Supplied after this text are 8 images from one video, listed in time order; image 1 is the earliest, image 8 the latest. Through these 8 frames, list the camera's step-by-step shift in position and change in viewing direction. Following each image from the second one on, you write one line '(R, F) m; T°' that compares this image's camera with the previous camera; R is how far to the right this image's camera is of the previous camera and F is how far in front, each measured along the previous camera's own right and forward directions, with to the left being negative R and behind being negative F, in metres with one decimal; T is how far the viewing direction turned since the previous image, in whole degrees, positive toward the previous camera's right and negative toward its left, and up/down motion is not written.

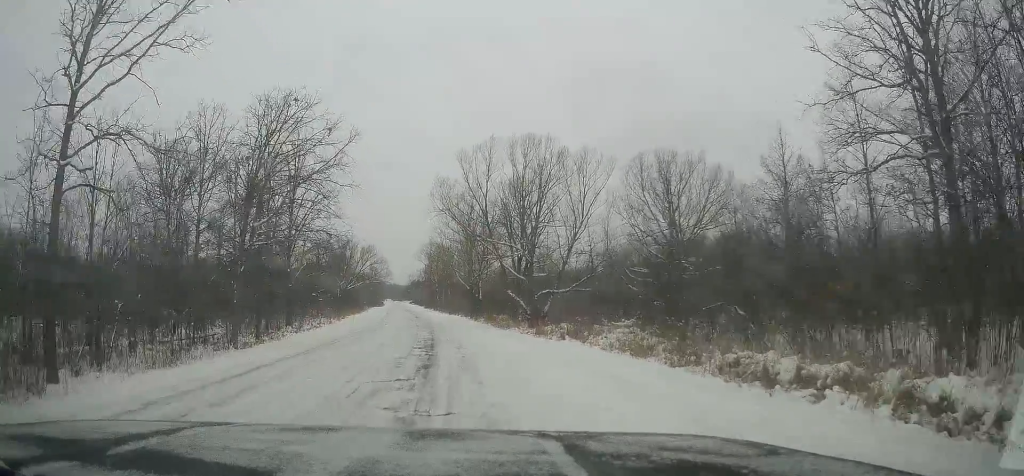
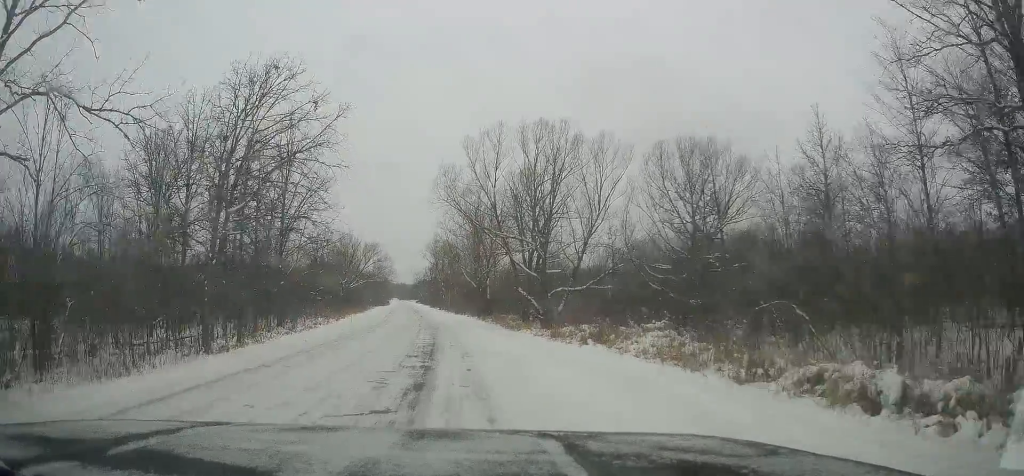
(0.0, +3.8) m; +3°
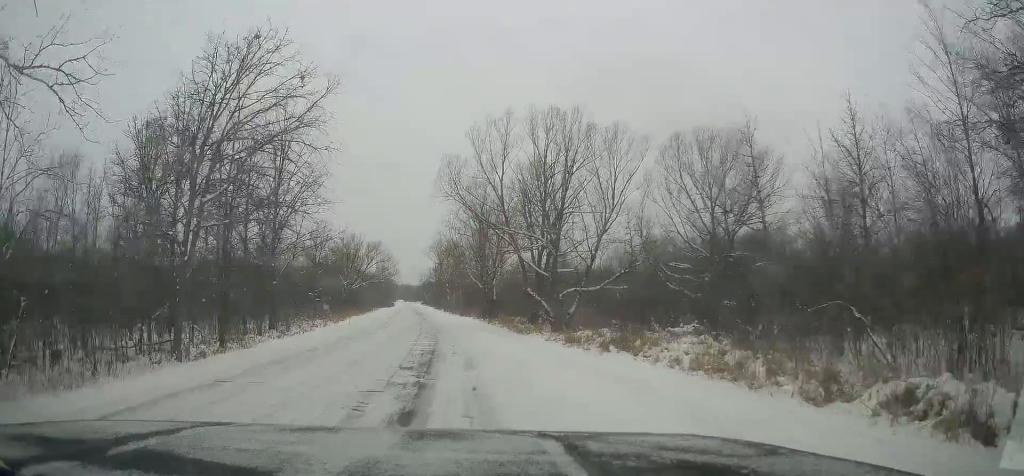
(+0.3, +3.0) m; 0°
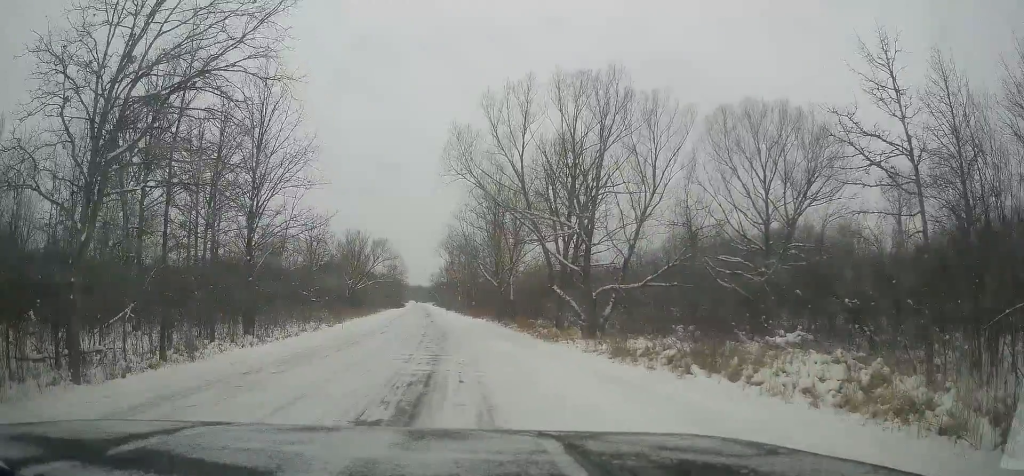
(-0.4, +7.1) m; -5°
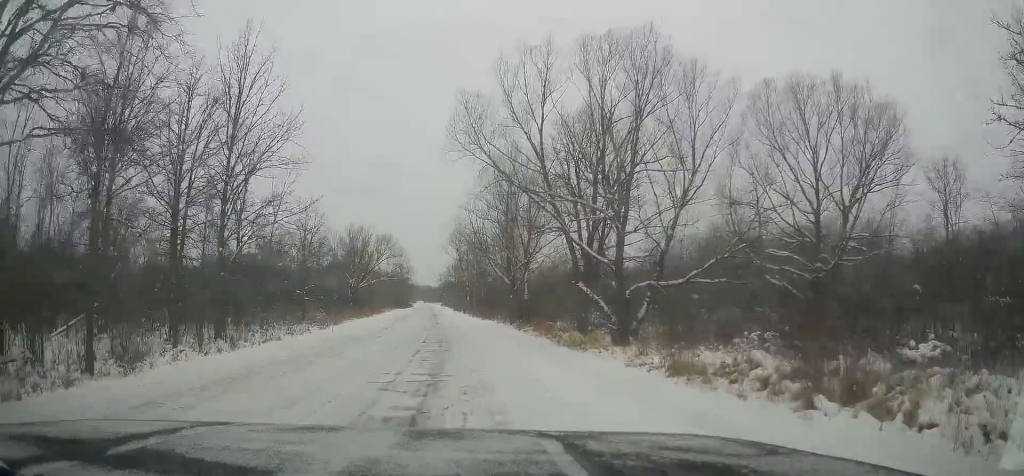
(0.0, +5.2) m; +6°
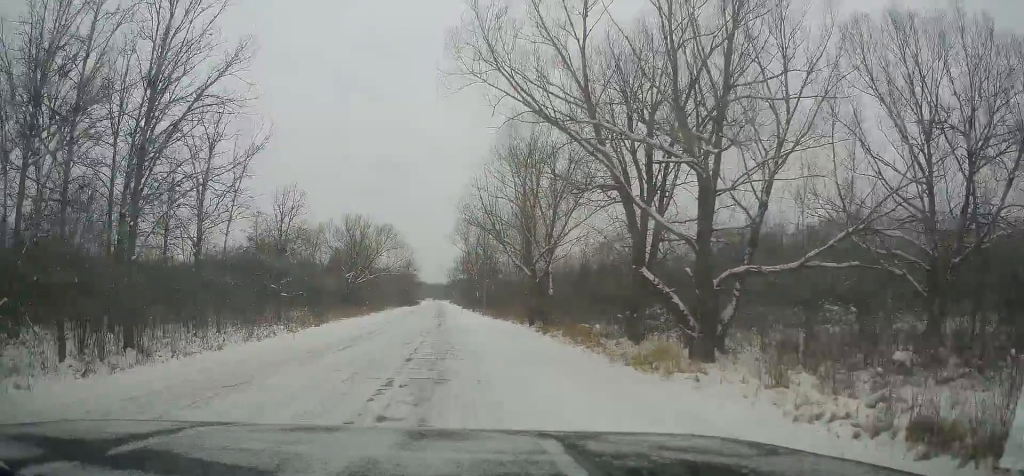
(+0.2, +8.9) m; -4°
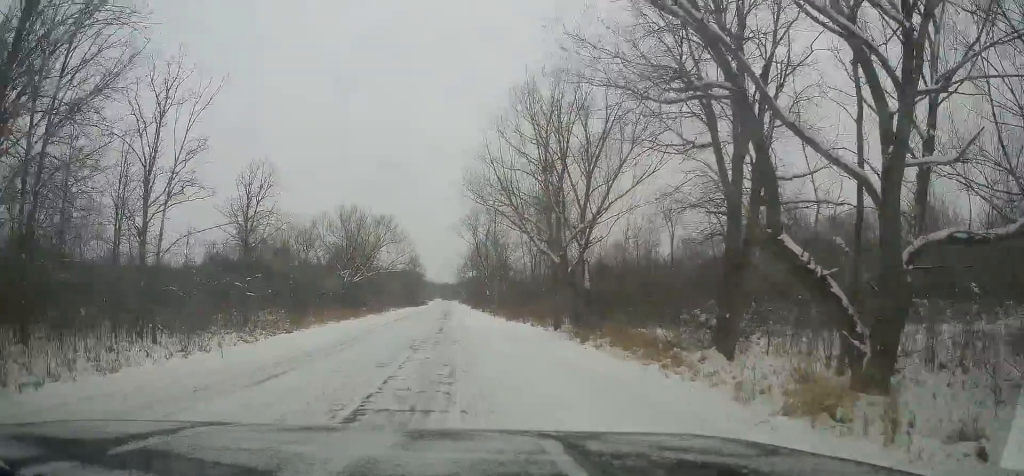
(-0.3, +8.6) m; -2°
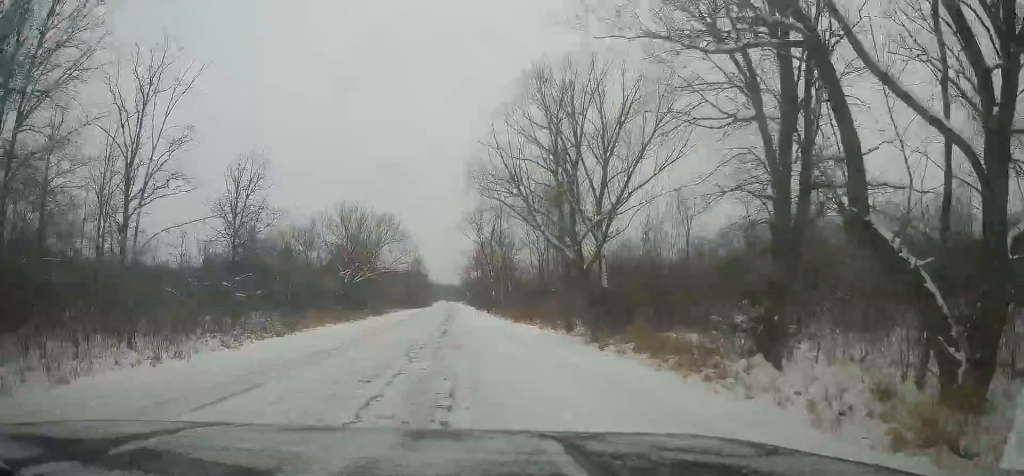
(0.0, +2.5) m; 0°
